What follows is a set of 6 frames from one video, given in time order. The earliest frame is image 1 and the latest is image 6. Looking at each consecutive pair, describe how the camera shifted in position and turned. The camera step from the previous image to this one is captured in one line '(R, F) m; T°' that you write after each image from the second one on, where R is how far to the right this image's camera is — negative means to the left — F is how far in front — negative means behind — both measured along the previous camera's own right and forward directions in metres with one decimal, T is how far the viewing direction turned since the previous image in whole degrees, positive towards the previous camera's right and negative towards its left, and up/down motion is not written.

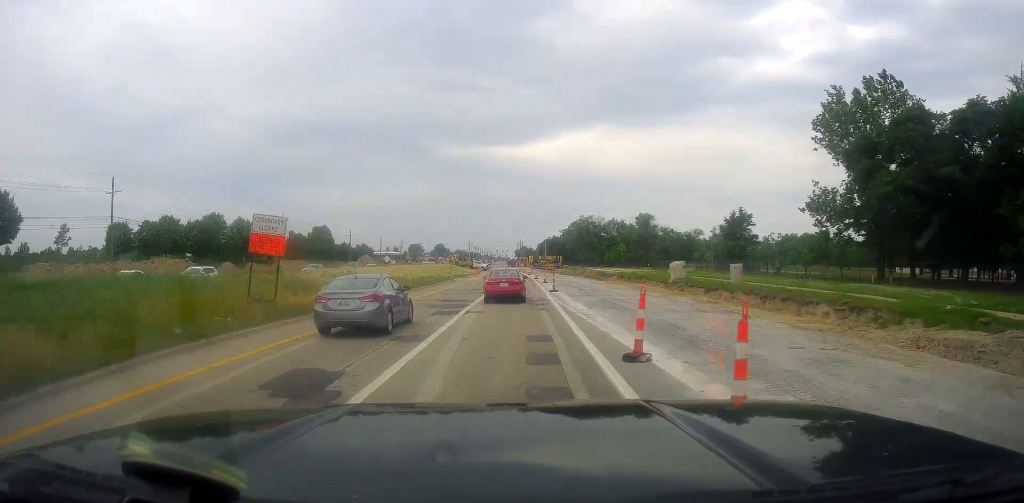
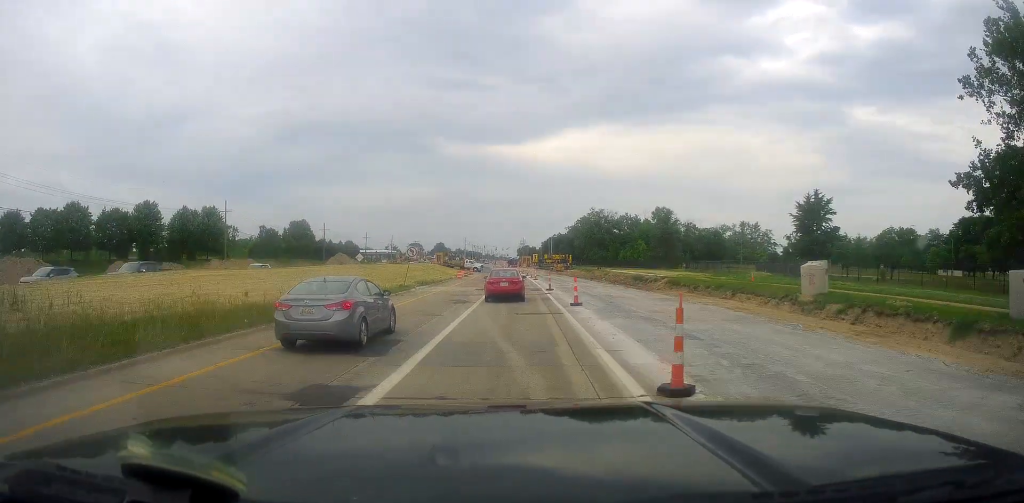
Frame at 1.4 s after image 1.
(-0.1, +26.8) m; 0°
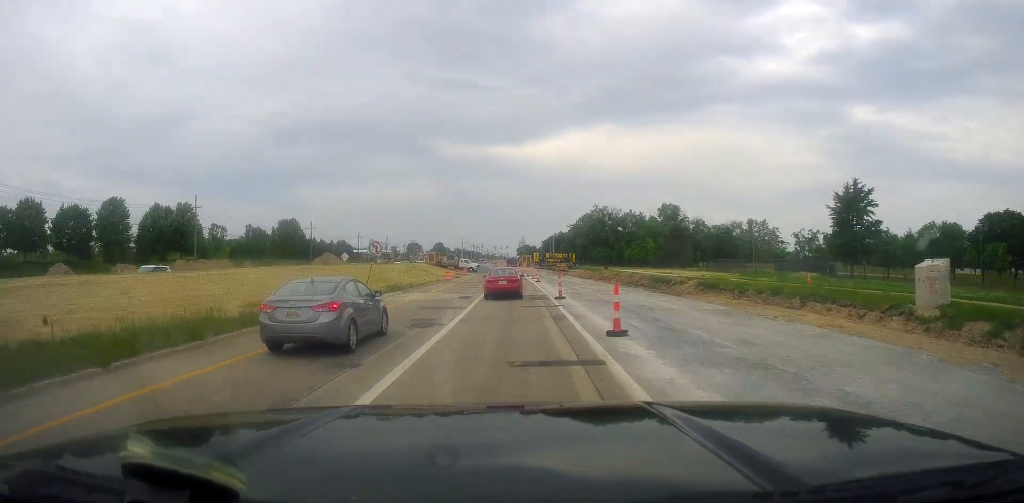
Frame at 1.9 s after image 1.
(+0.2, +10.4) m; -1°
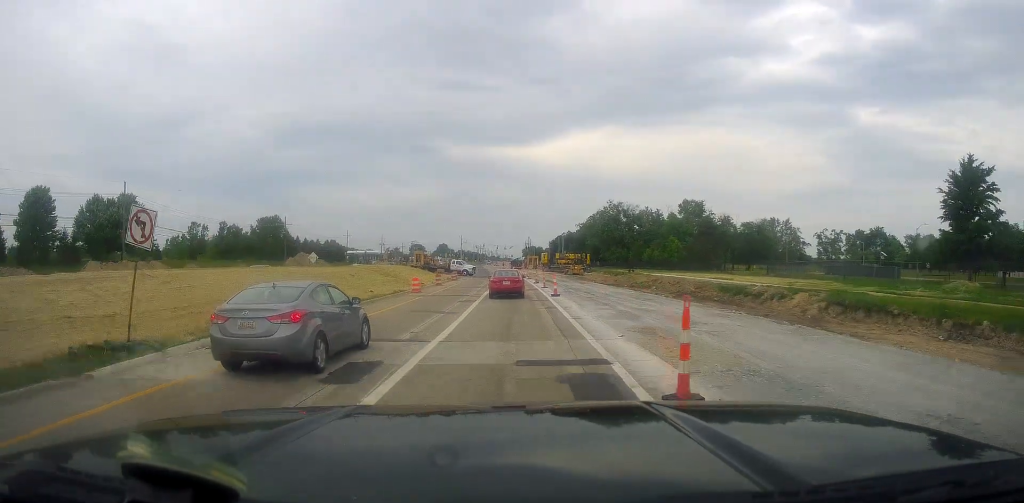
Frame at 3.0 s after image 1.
(-0.5, +20.8) m; -1°
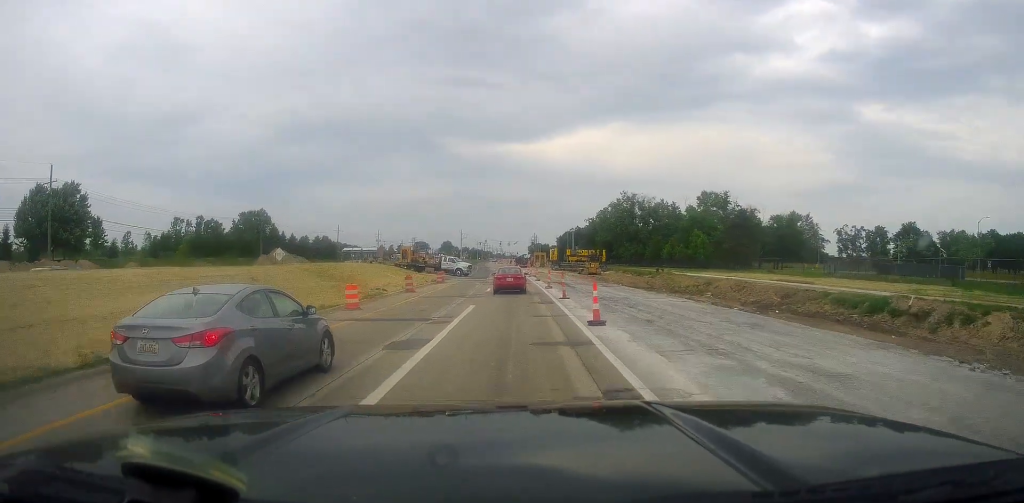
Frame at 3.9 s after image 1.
(+0.3, +15.3) m; 0°
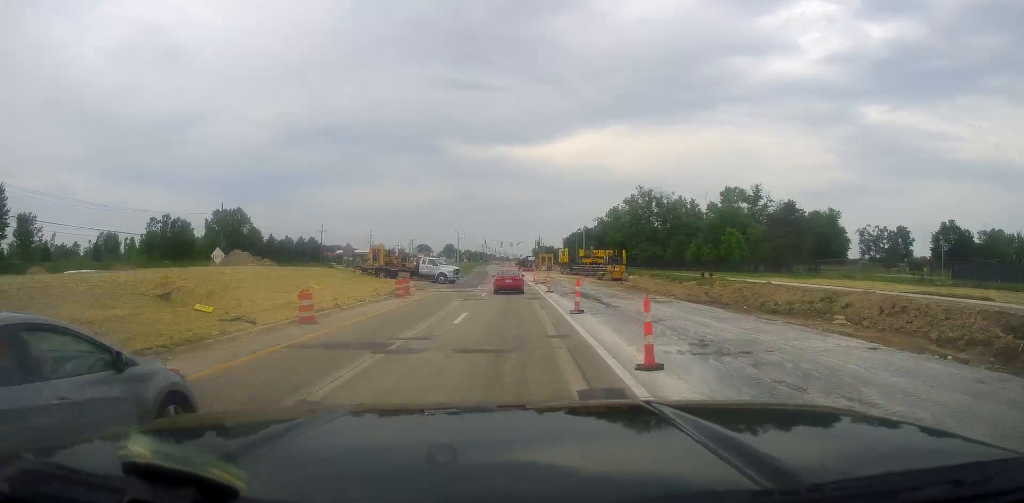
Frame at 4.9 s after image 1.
(-0.2, +17.4) m; -1°
